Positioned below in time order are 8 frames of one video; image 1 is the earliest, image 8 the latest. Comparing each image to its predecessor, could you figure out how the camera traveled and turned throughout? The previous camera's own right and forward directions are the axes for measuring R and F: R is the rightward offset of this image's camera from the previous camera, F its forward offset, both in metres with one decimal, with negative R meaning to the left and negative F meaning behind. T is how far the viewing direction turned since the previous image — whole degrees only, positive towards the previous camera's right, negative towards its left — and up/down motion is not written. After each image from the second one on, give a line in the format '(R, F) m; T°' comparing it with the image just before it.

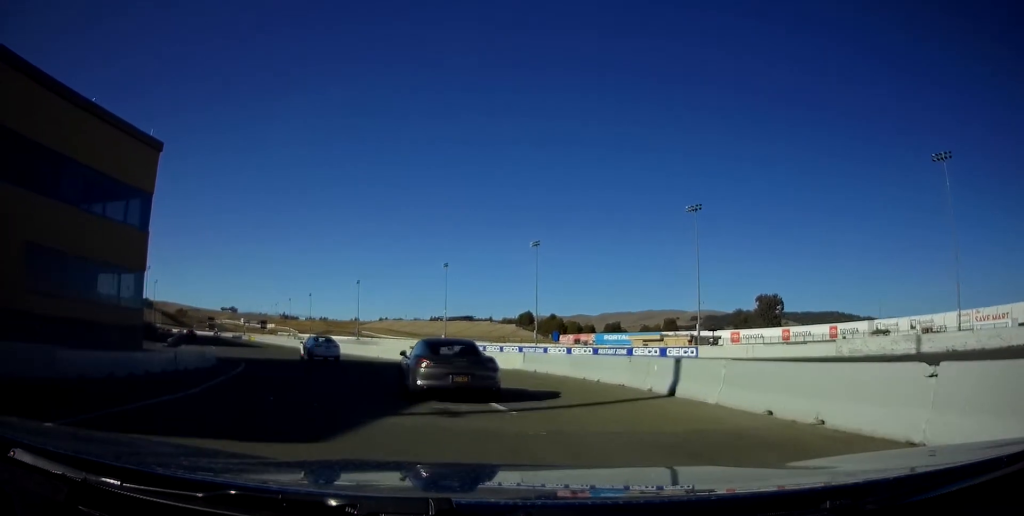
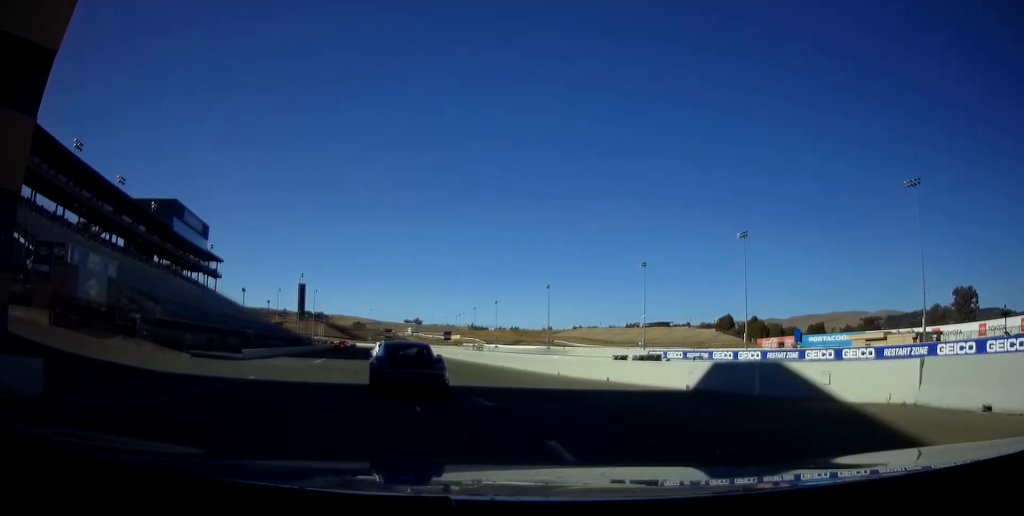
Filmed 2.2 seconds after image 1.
(-2.3, +19.9) m; -13°
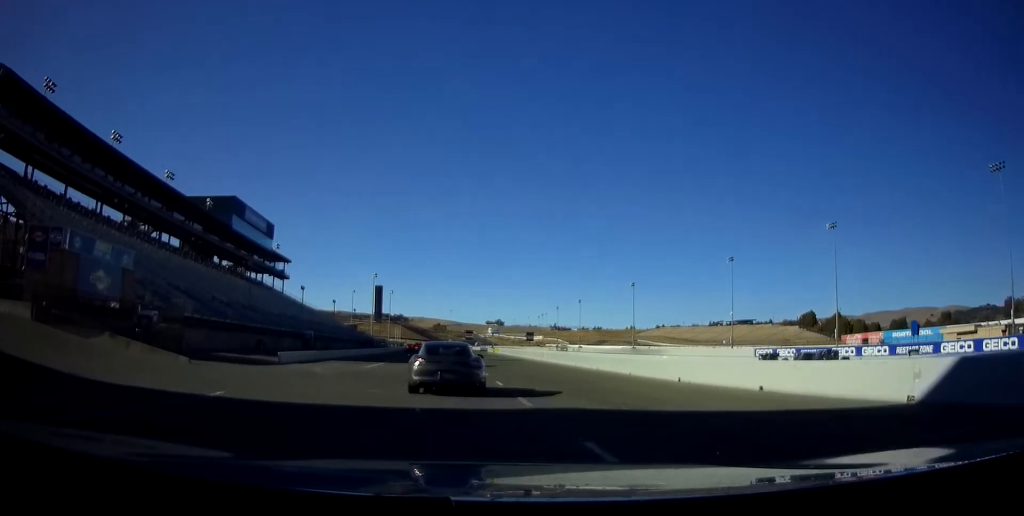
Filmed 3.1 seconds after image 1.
(-0.3, +7.7) m; -8°
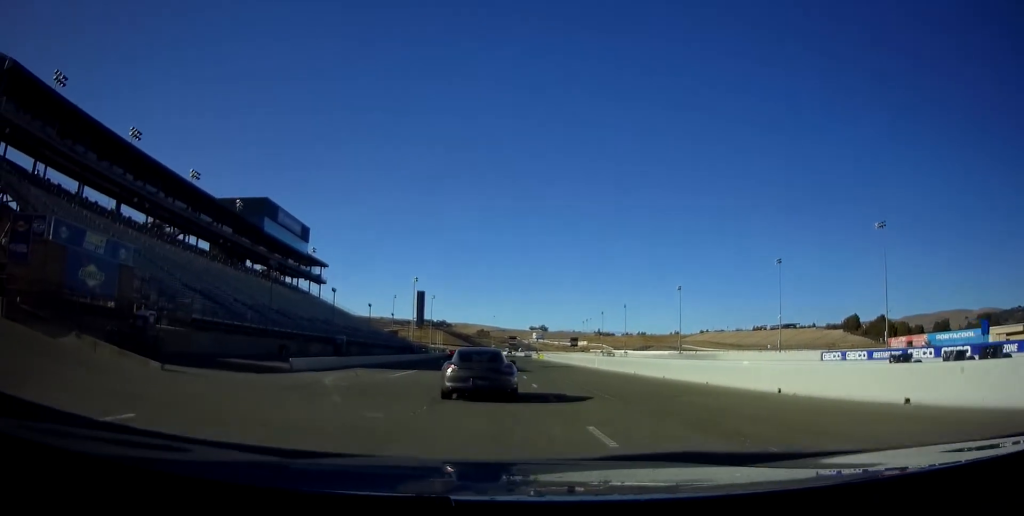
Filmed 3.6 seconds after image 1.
(+0.2, +5.1) m; -8°
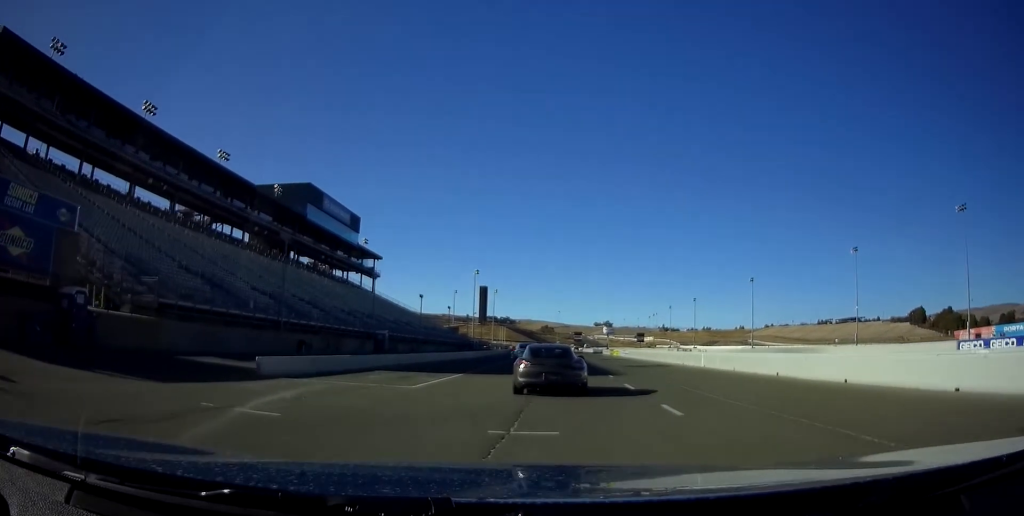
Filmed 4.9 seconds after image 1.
(-2.0, +11.7) m; -9°
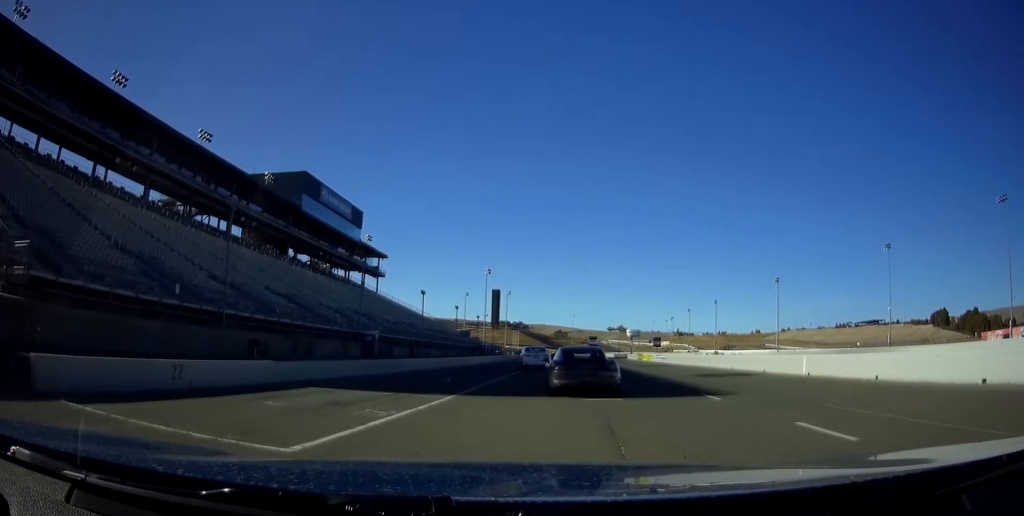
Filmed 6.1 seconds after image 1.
(+0.7, +11.8) m; +8°
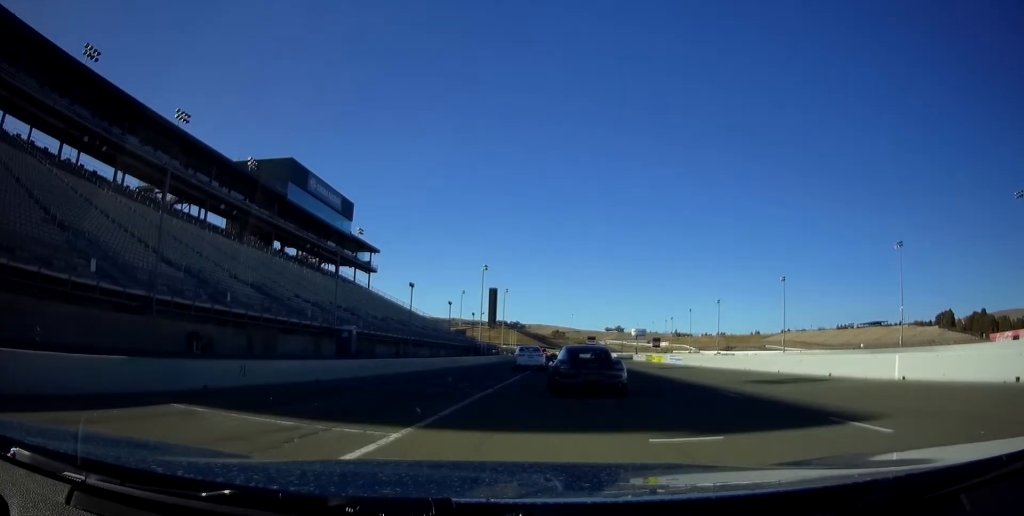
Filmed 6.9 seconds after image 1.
(+0.5, +7.4) m; +1°
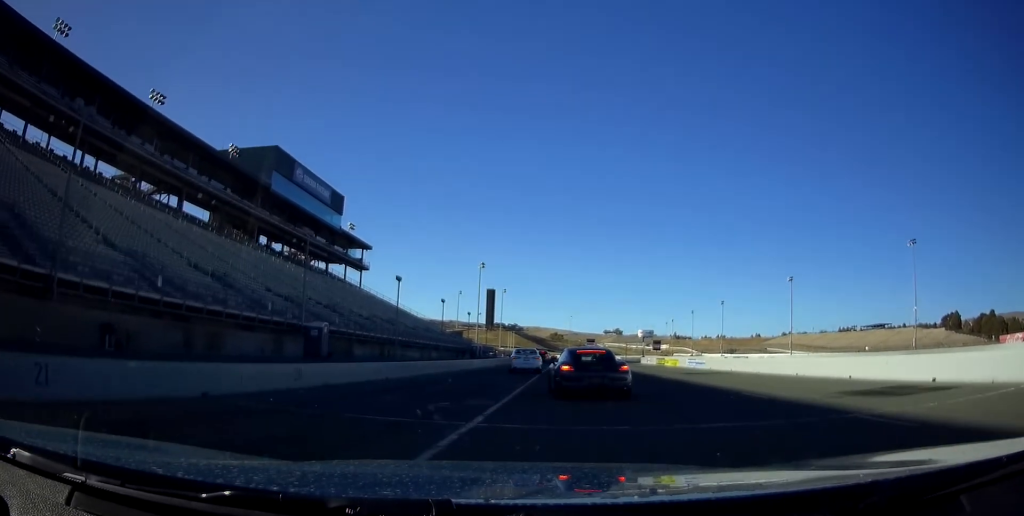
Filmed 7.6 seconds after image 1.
(-0.2, +7.6) m; -5°
